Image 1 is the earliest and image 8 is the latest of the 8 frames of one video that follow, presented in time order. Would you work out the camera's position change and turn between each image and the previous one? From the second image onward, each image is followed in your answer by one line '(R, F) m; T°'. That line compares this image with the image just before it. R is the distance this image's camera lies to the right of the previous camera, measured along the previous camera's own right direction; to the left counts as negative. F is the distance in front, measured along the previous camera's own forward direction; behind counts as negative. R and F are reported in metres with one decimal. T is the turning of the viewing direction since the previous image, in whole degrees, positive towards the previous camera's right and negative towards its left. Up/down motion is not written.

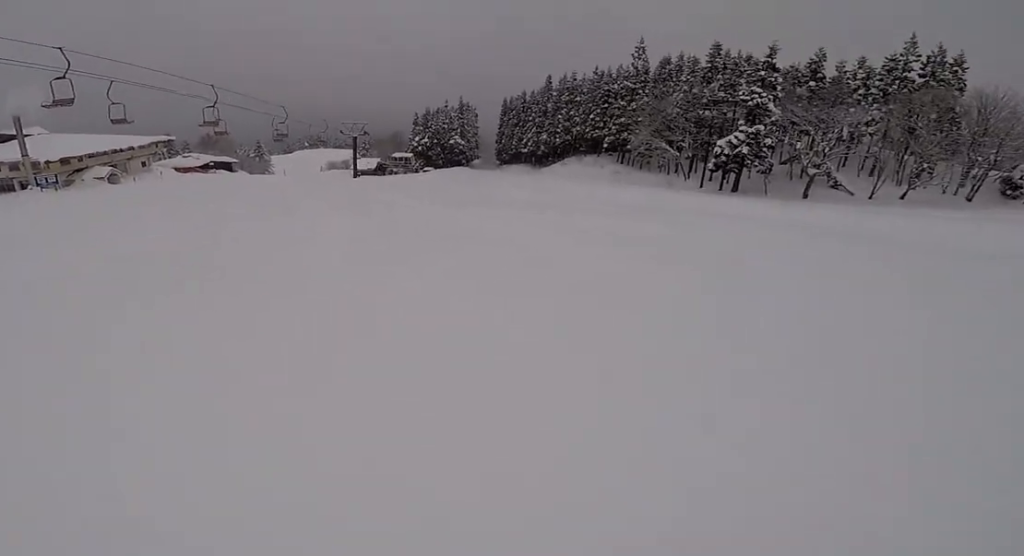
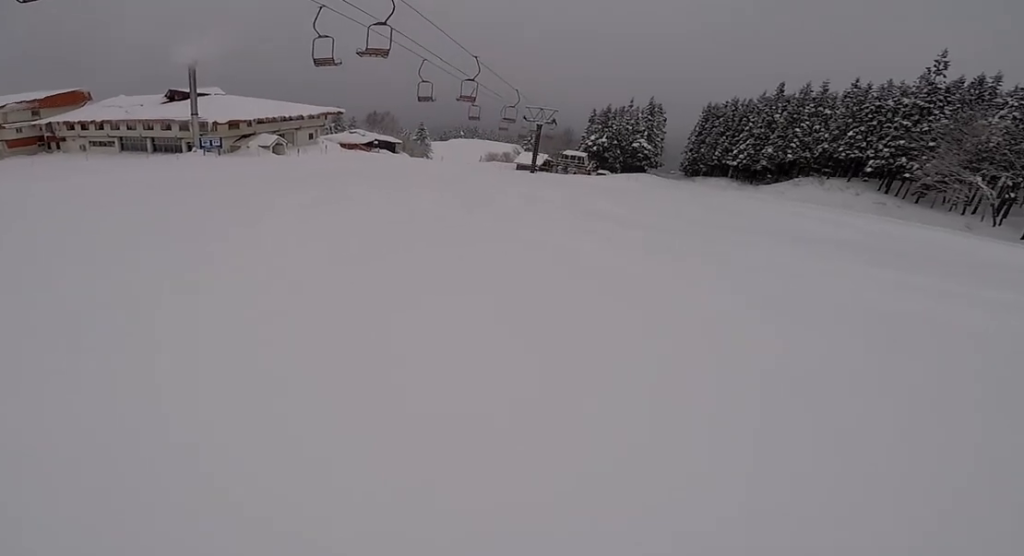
(-0.3, +11.8) m; -9°
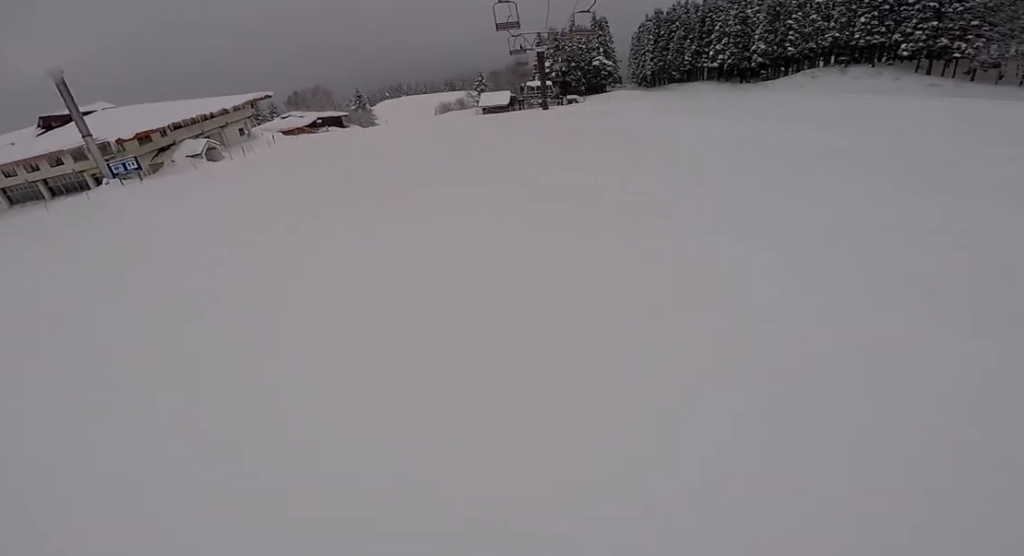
(-0.9, +14.1) m; +2°
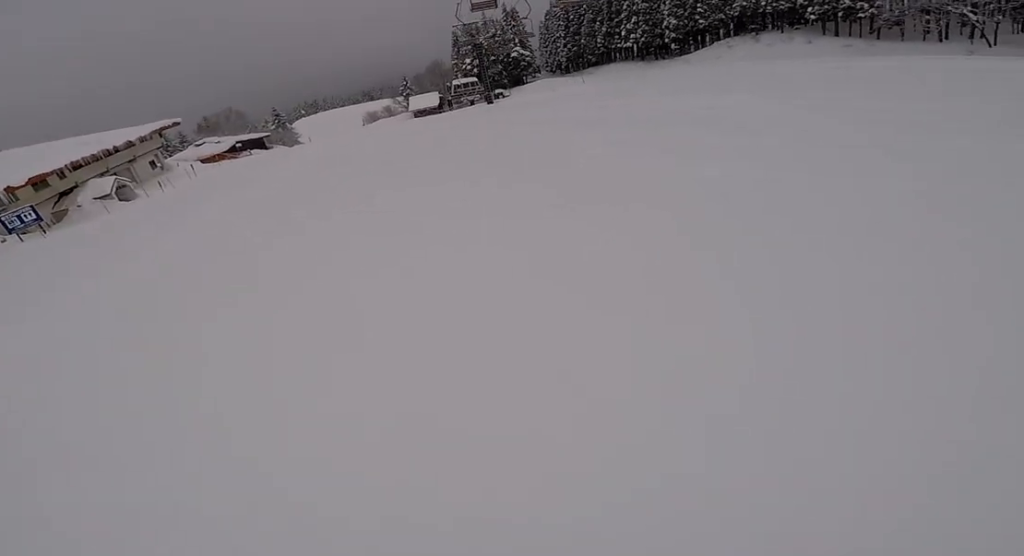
(+0.3, +5.0) m; +6°
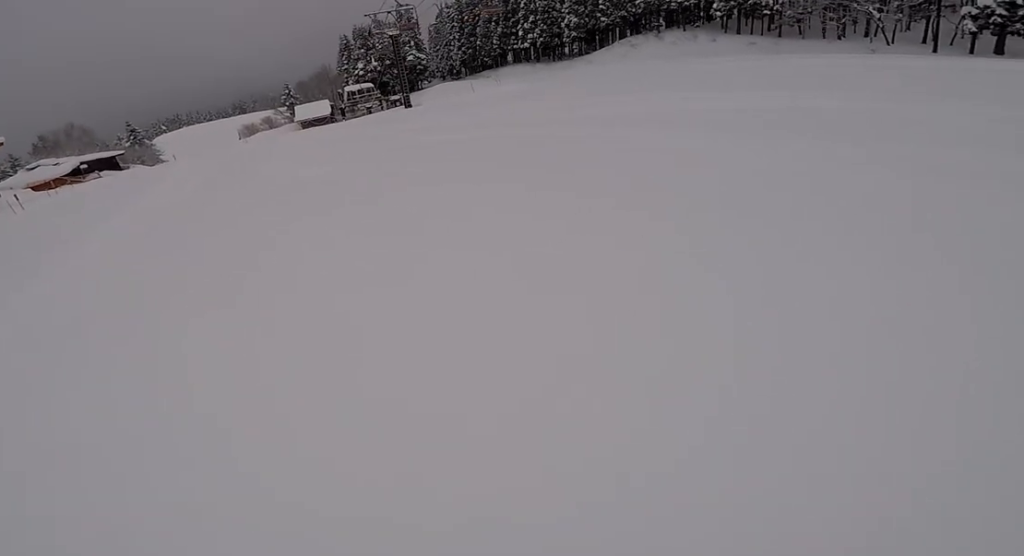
(+0.3, +8.0) m; +16°
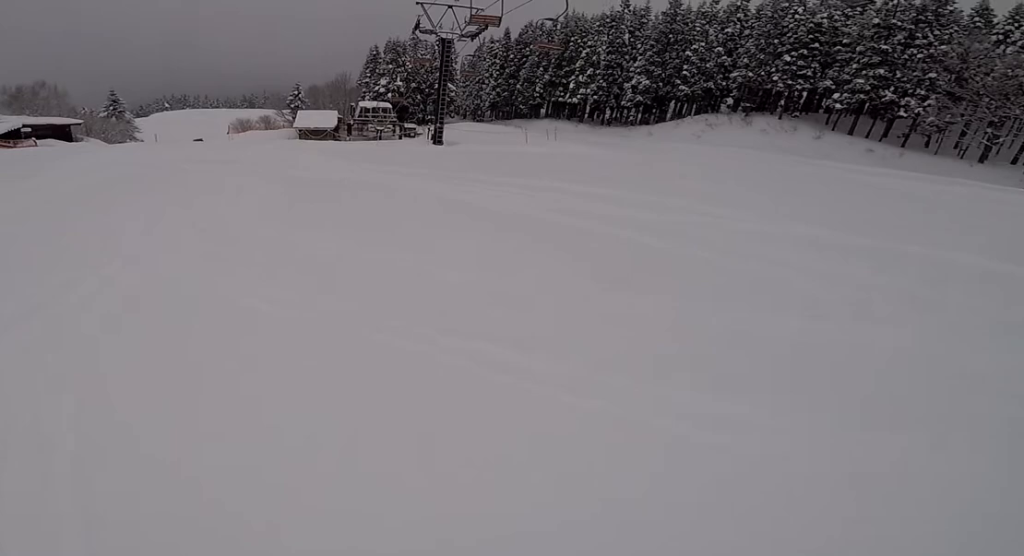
(+3.8, +11.8) m; +18°
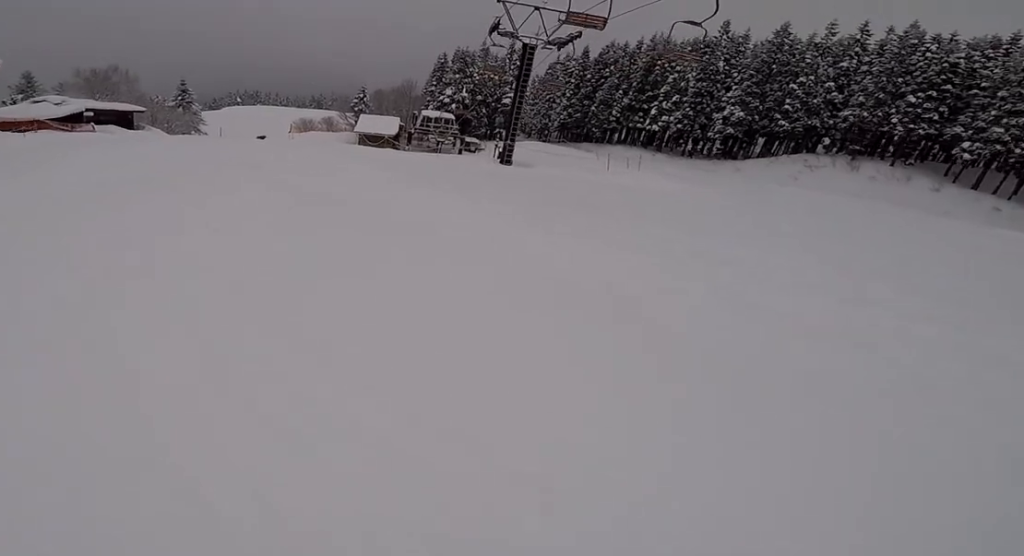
(+0.5, +3.5) m; -3°
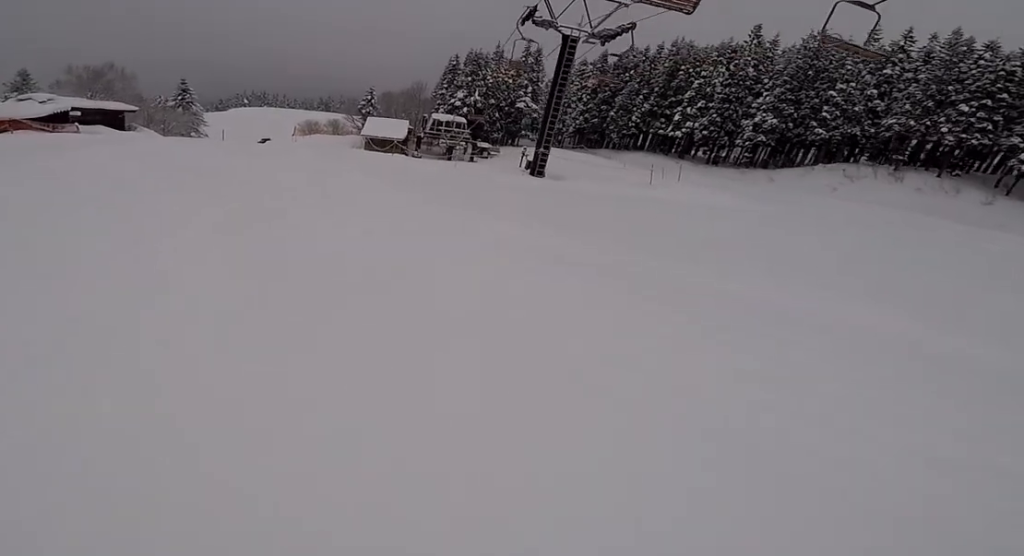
(-0.4, +3.7) m; -5°
